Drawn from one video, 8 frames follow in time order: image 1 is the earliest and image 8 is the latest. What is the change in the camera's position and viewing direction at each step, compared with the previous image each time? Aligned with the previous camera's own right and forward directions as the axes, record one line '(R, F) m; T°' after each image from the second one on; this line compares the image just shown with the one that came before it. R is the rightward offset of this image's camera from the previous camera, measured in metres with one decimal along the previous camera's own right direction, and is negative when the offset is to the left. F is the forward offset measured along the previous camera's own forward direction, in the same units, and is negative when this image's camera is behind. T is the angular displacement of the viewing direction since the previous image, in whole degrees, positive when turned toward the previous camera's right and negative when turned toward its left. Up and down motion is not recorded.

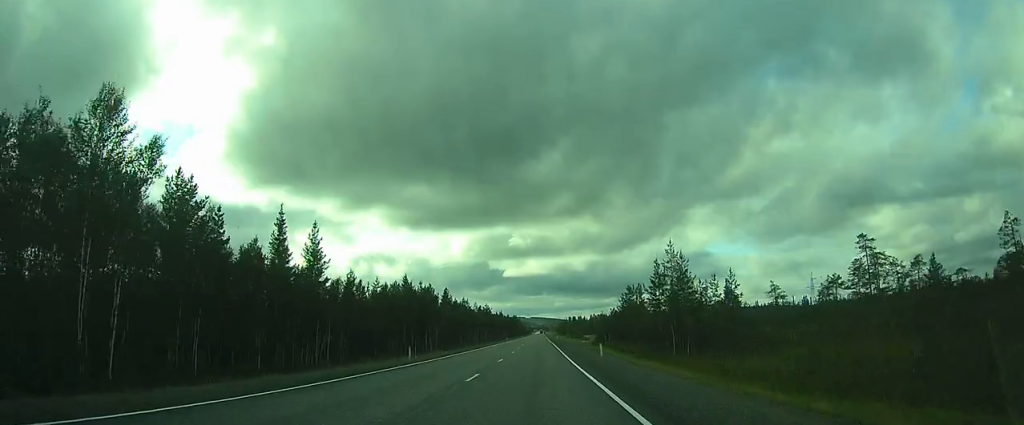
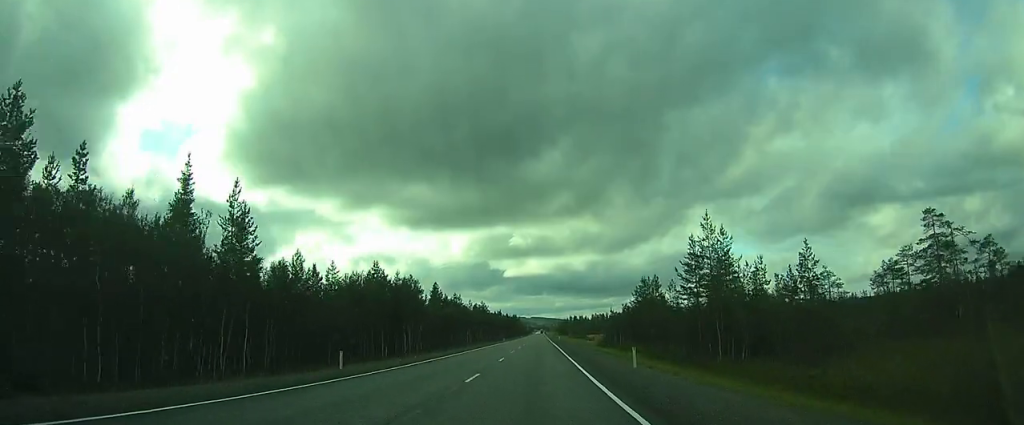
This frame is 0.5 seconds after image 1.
(+0.1, +13.6) m; 0°
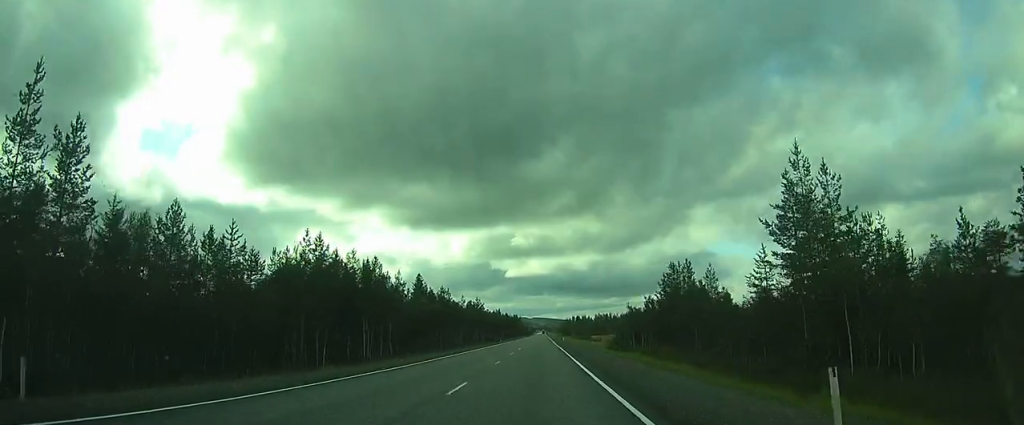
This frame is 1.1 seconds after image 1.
(0.0, +17.3) m; 0°
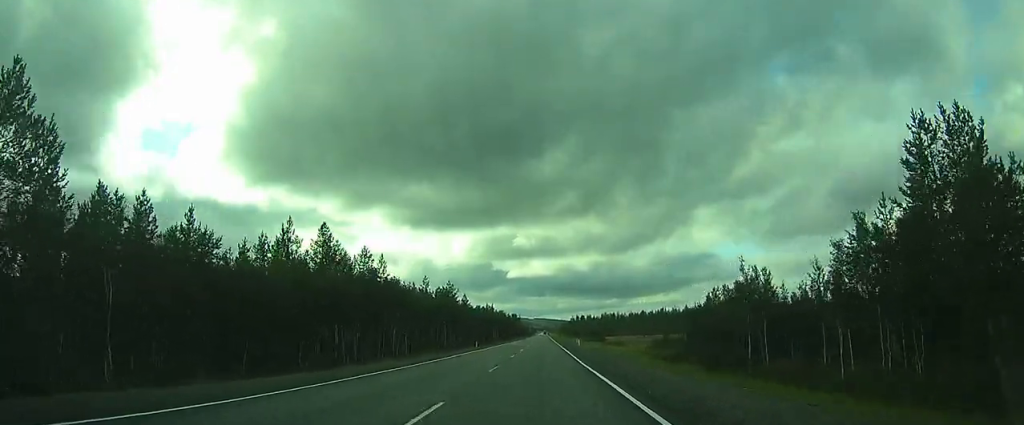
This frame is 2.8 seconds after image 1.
(+0.1, +45.1) m; 0°
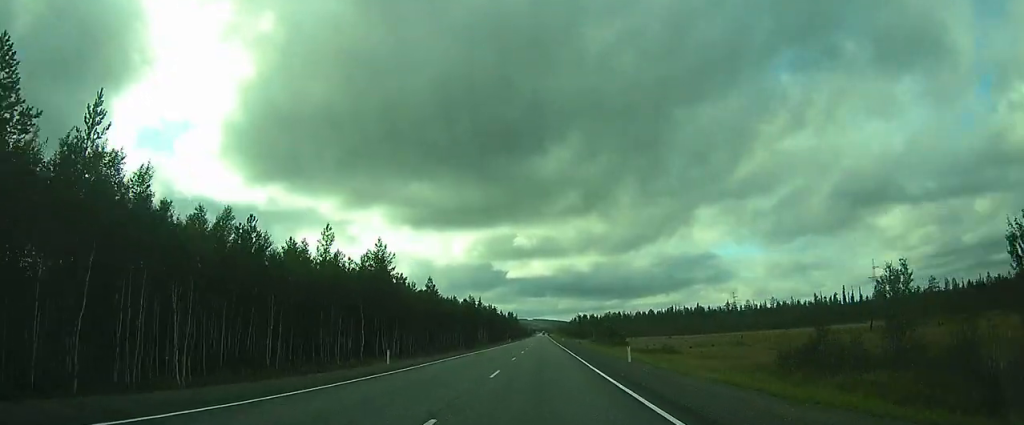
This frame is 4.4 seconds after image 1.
(+0.4, +41.8) m; +1°
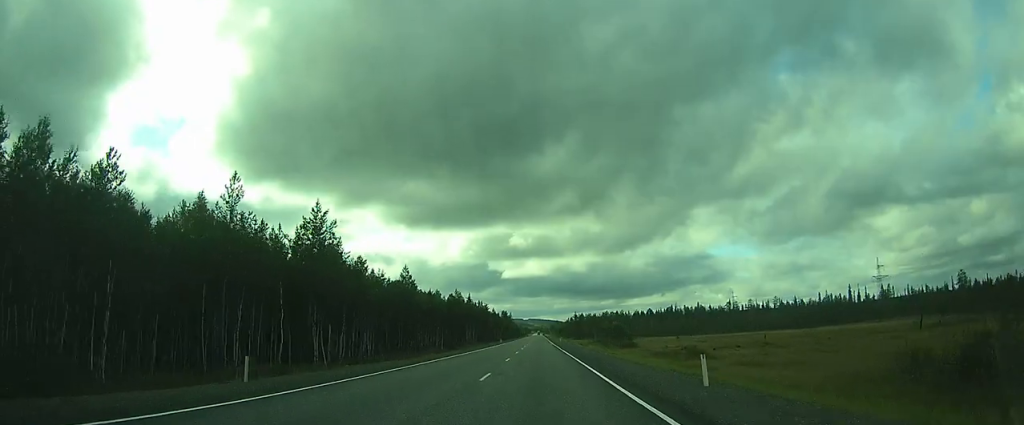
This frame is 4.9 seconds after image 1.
(+0.2, +15.0) m; +1°
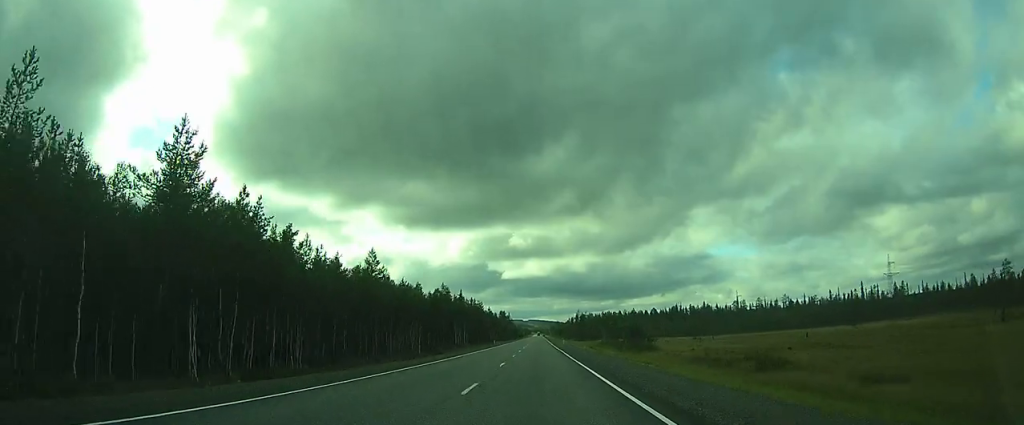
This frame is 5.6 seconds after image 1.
(0.0, +16.8) m; 0°
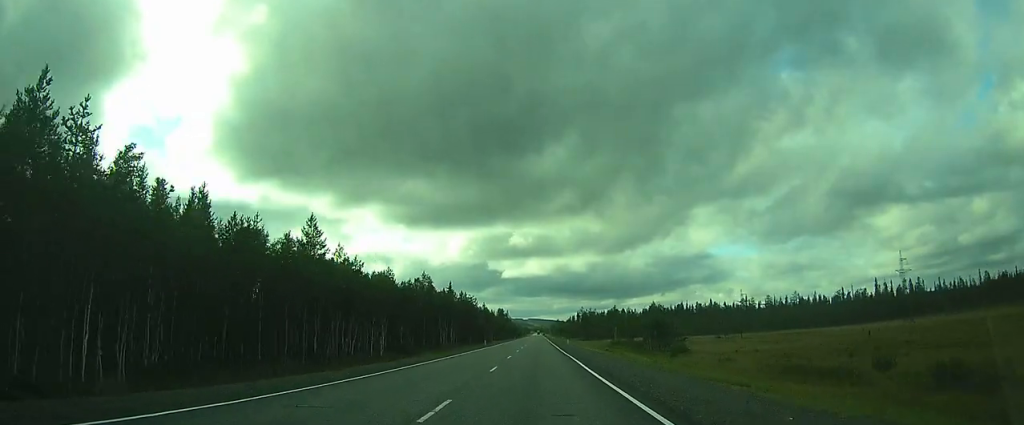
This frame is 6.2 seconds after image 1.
(0.0, +17.7) m; 0°
